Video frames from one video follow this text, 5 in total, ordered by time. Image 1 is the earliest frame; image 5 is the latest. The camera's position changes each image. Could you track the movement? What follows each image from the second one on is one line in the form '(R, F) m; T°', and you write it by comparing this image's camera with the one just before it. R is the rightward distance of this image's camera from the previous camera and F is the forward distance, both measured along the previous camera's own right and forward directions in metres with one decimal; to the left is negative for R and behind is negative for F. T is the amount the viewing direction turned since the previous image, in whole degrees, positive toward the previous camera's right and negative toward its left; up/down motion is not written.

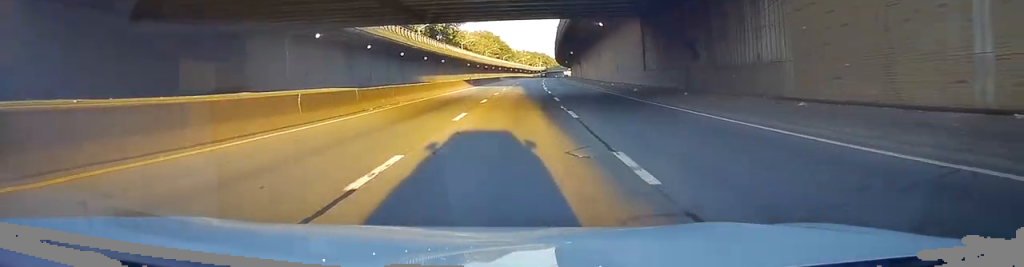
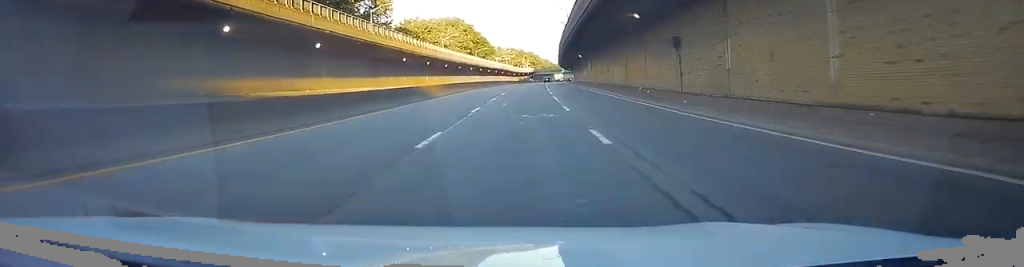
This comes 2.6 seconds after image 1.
(-2.3, +73.3) m; -1°
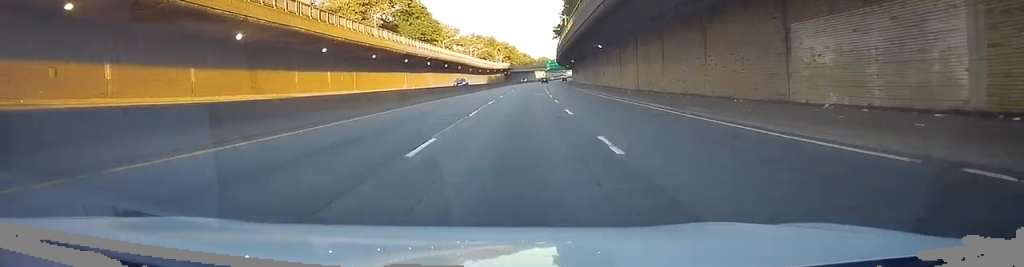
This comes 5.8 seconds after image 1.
(+10.4, +87.8) m; +5°
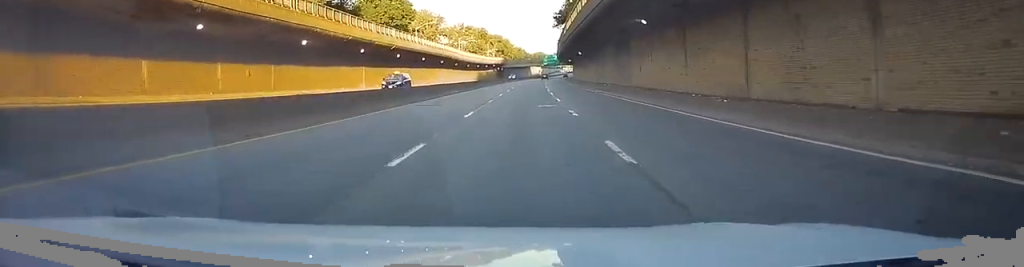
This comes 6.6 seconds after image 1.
(-0.4, +23.8) m; 0°
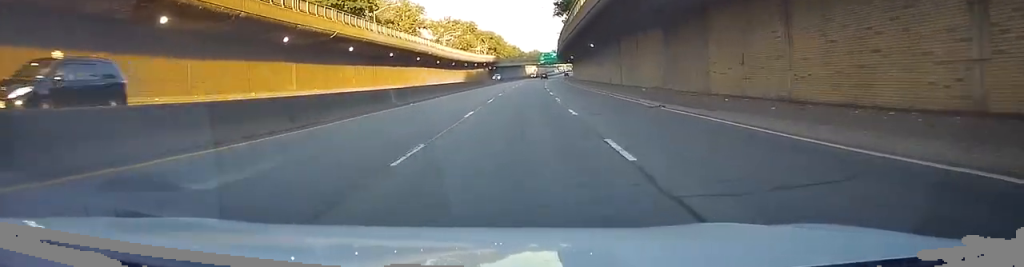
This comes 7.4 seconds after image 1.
(-0.6, +22.5) m; +4°
